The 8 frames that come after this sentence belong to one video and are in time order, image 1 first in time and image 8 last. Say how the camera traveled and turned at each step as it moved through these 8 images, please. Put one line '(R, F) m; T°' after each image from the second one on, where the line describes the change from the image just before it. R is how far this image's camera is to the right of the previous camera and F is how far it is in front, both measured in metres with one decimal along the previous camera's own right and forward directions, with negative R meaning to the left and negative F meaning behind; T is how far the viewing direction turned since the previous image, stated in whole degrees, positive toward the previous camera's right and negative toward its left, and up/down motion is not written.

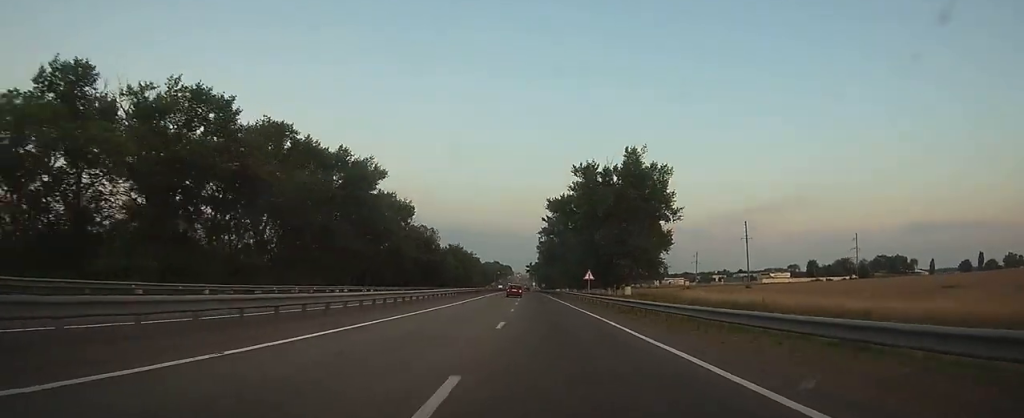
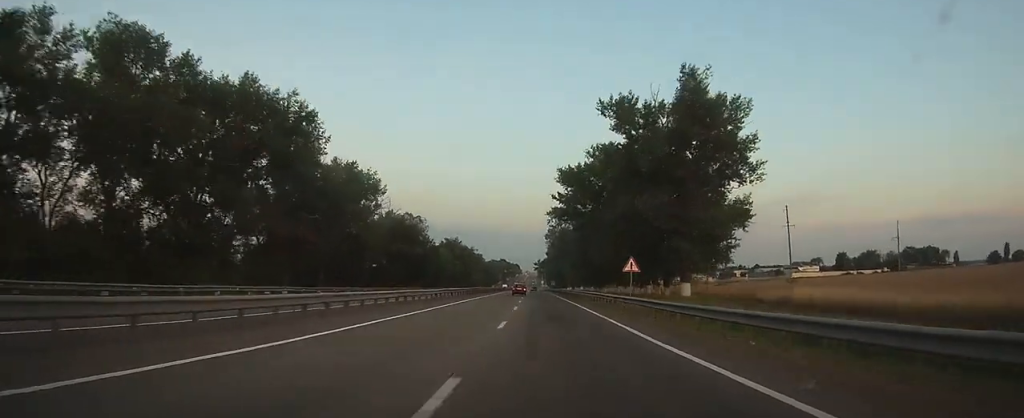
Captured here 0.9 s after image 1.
(-0.4, +24.0) m; -2°
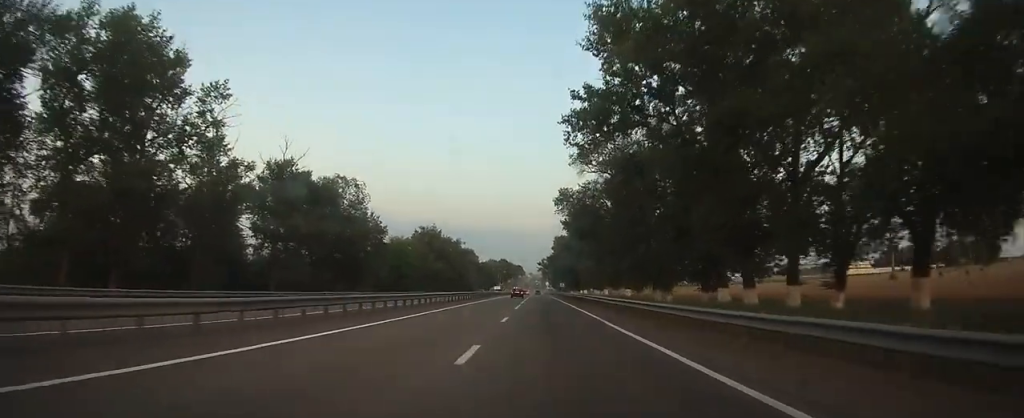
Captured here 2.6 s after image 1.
(-0.6, +43.2) m; -1°
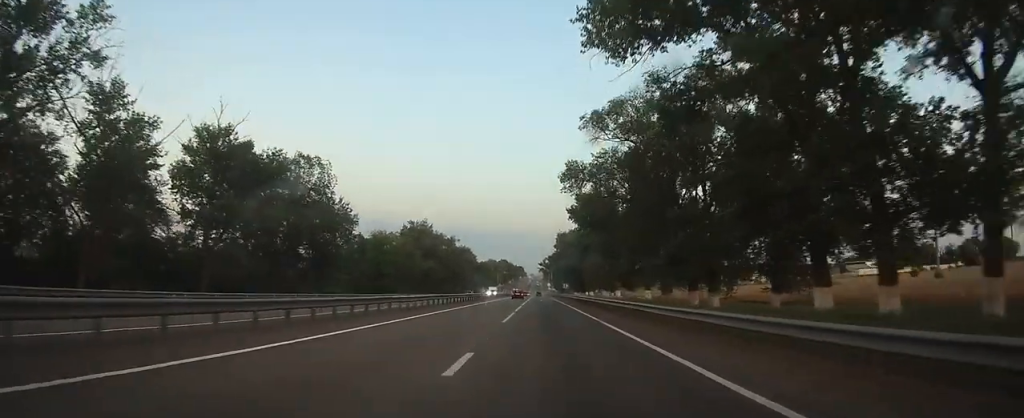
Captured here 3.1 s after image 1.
(0.0, +13.1) m; 0°
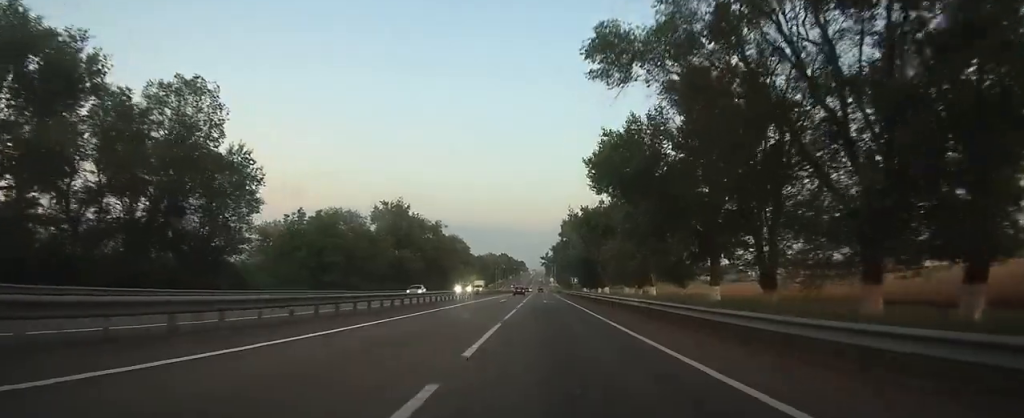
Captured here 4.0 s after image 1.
(0.0, +23.6) m; 0°
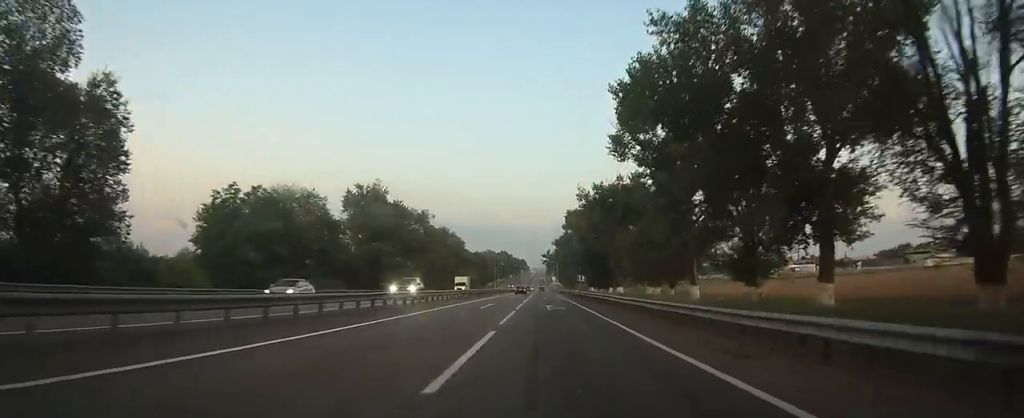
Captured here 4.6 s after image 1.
(0.0, +15.8) m; 0°
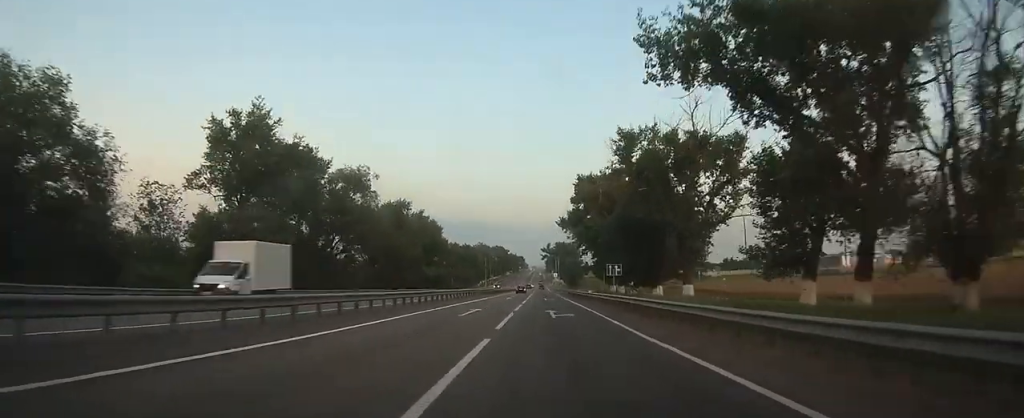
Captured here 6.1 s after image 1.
(0.0, +38.6) m; 0°
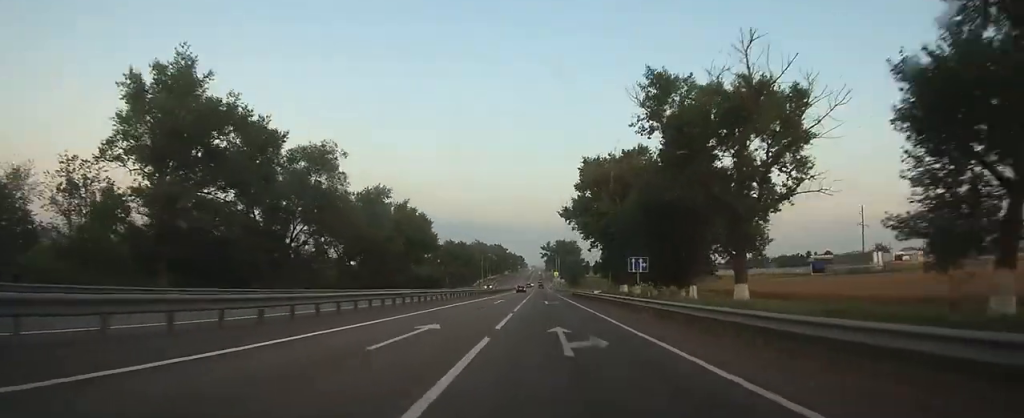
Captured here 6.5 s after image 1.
(0.0, +12.2) m; 0°
